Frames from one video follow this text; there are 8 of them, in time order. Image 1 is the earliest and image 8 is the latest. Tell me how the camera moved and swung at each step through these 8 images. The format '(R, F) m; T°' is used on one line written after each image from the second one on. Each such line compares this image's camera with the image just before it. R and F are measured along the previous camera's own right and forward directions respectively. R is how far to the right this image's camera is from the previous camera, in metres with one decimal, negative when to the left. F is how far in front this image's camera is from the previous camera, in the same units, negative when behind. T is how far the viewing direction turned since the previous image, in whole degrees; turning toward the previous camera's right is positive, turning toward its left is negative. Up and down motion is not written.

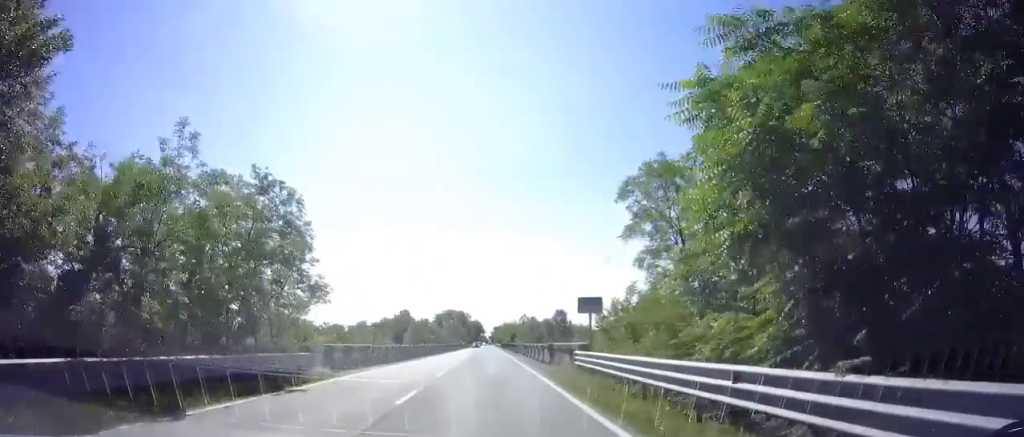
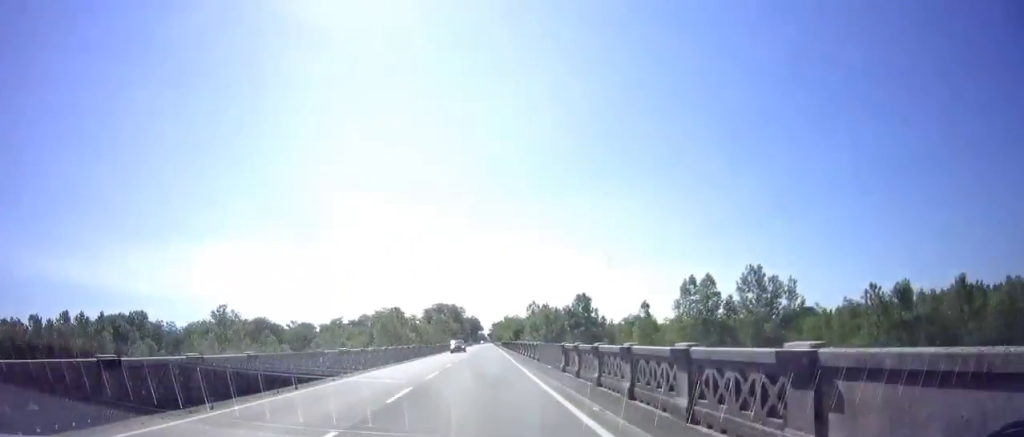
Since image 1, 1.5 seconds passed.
(-0.3, +27.7) m; -1°
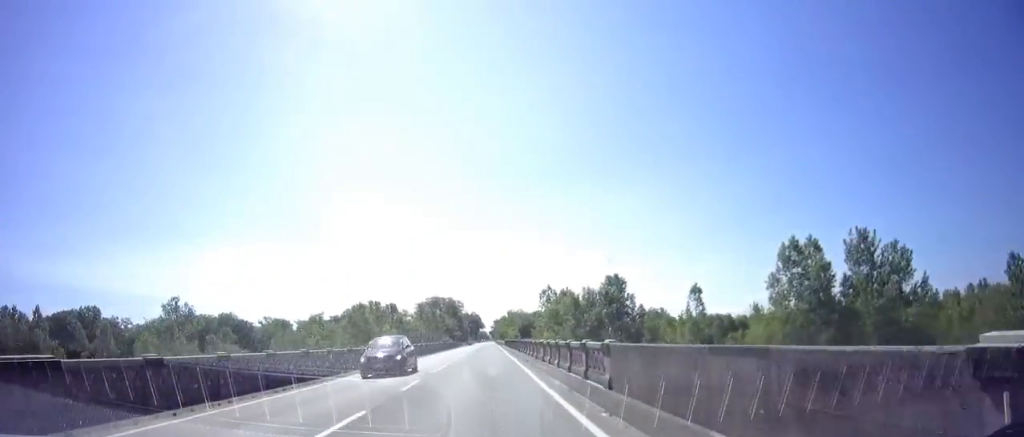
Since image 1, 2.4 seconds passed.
(+0.1, +18.2) m; +1°
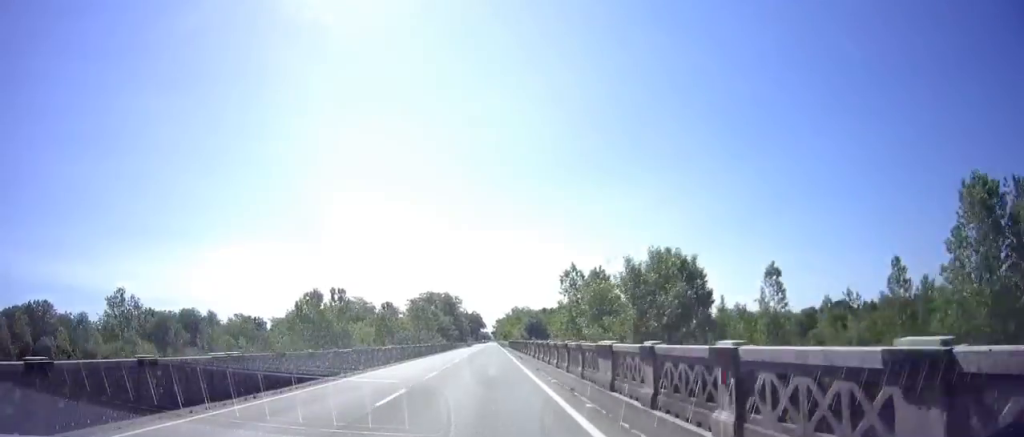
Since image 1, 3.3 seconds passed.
(+0.1, +17.0) m; 0°
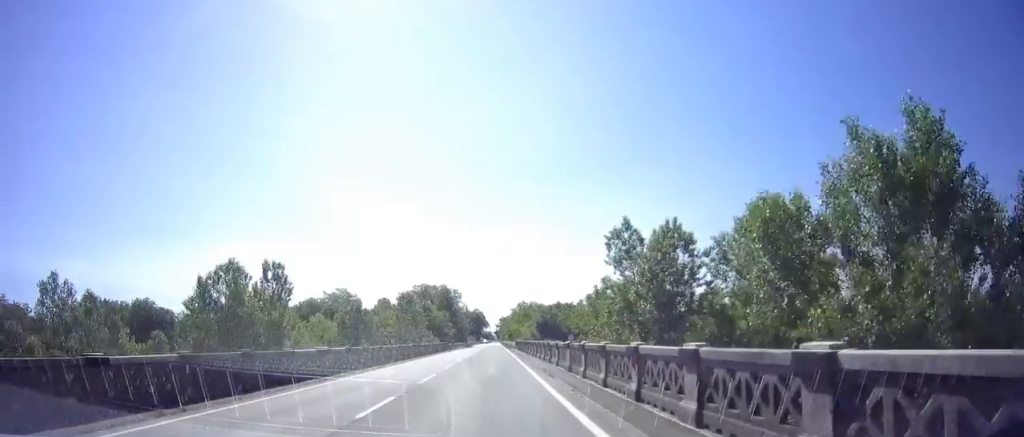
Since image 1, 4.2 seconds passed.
(-0.1, +15.6) m; 0°
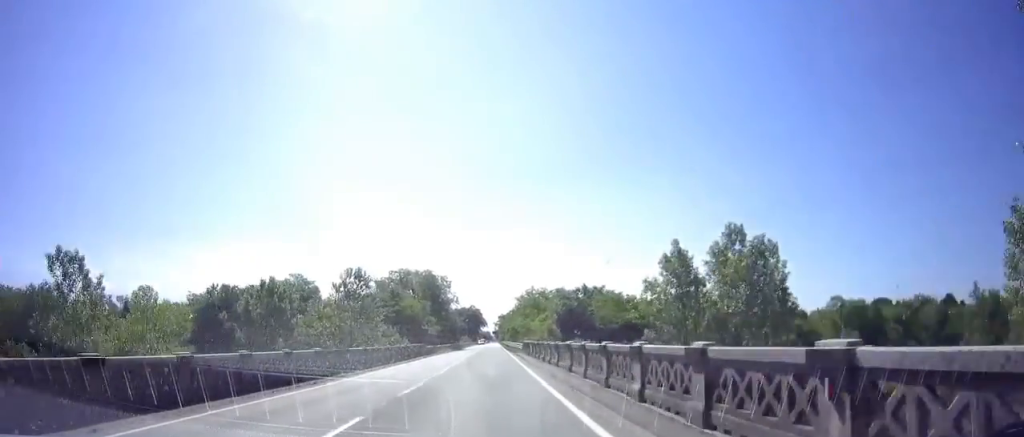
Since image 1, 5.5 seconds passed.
(+0.1, +24.3) m; 0°
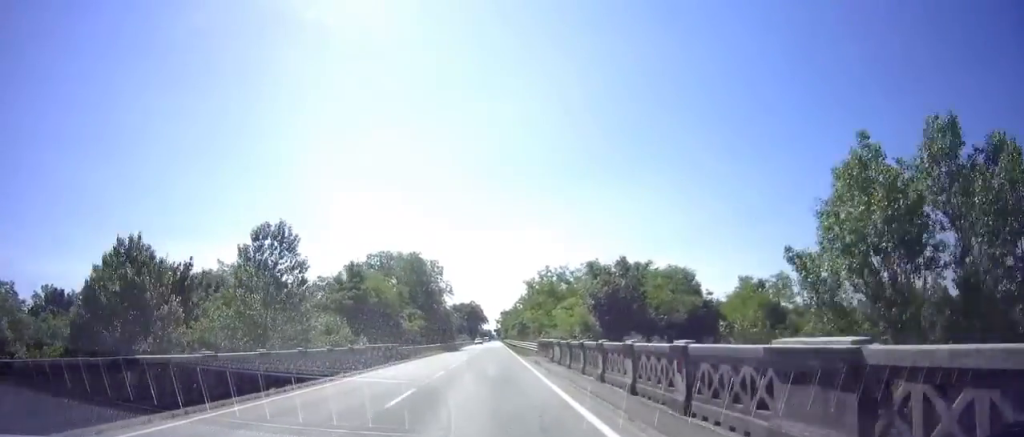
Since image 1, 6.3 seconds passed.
(-0.1, +15.5) m; 0°
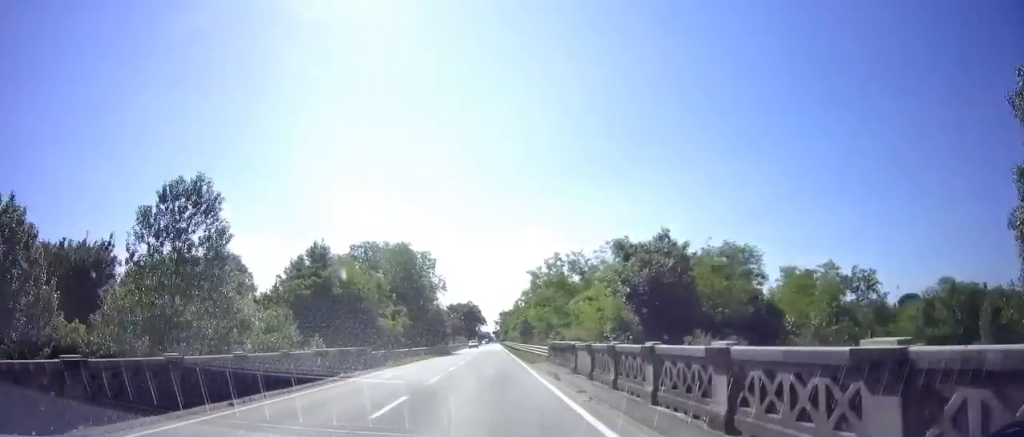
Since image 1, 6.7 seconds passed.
(-0.2, +8.1) m; 0°
